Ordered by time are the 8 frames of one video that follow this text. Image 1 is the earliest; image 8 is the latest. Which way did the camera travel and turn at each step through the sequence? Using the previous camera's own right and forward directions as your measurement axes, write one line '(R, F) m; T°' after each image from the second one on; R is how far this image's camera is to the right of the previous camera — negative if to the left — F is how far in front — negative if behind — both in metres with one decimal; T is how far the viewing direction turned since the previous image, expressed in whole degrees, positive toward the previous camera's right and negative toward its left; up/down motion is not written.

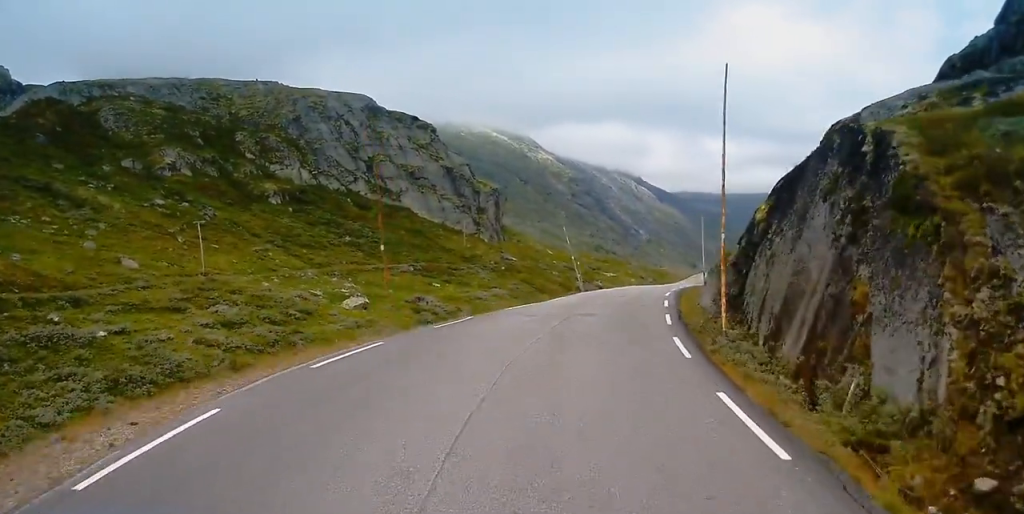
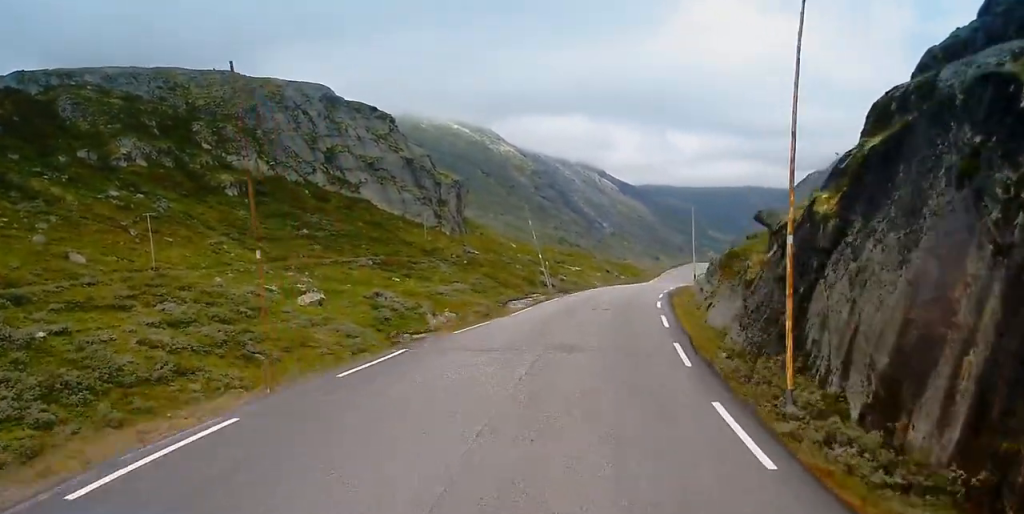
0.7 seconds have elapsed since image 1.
(+0.3, +6.0) m; +3°
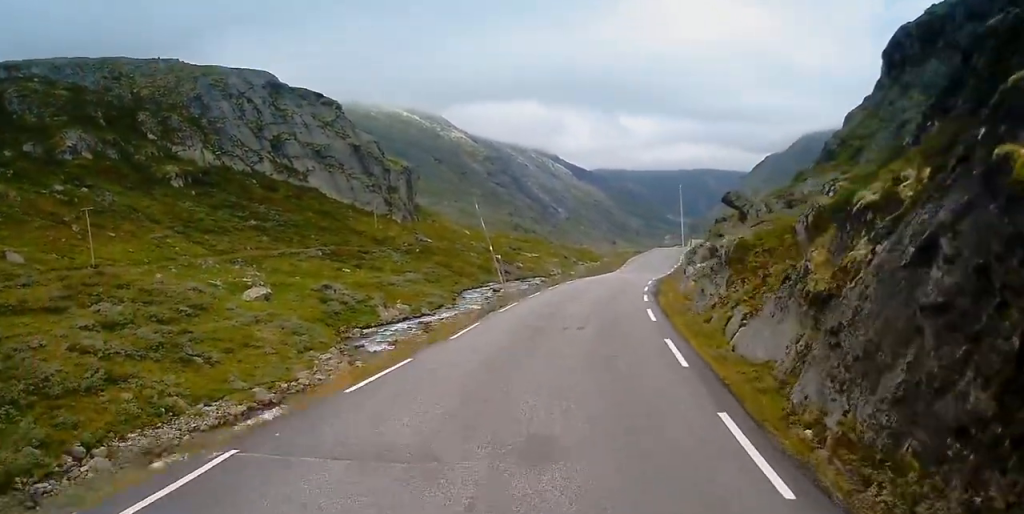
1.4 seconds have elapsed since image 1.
(+0.2, +6.7) m; +3°
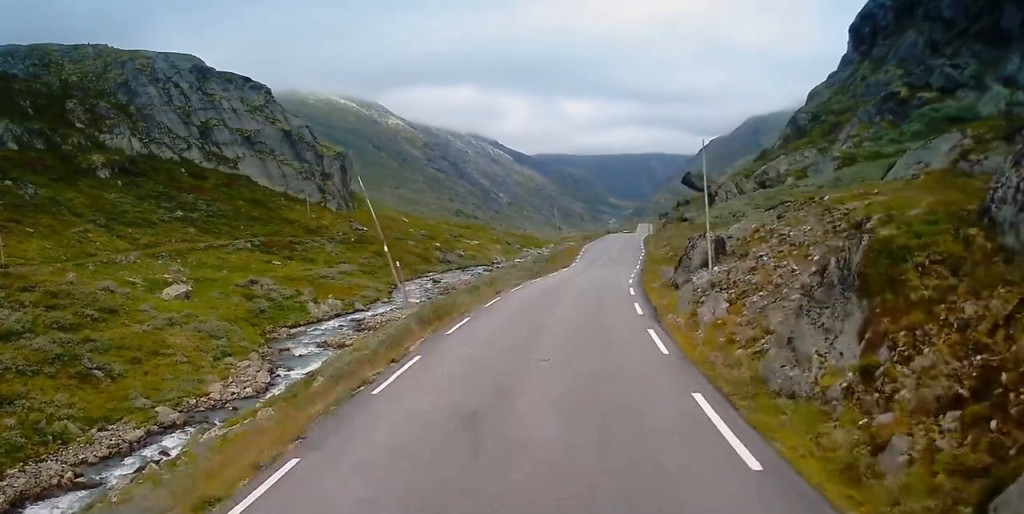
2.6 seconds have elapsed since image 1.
(+0.4, +11.6) m; +3°
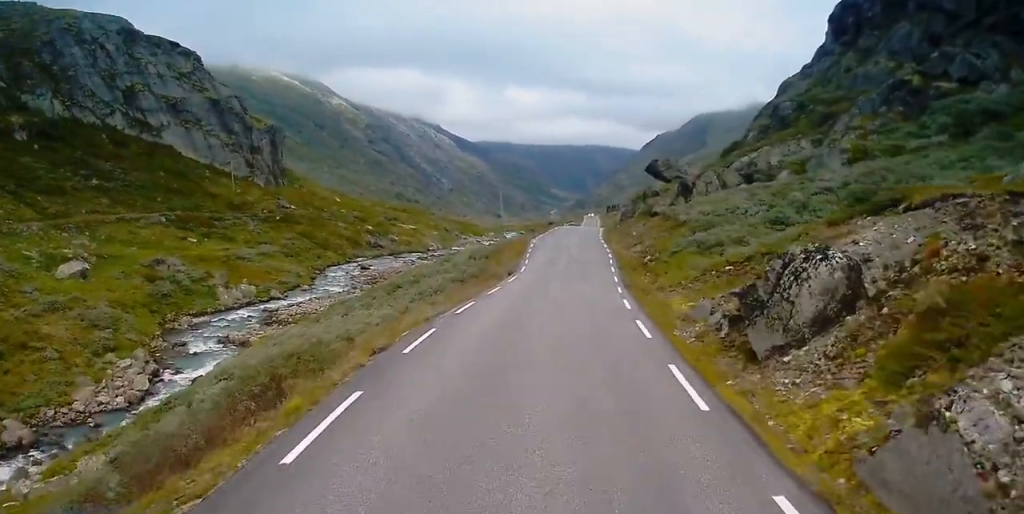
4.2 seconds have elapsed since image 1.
(+0.3, +15.6) m; +4°
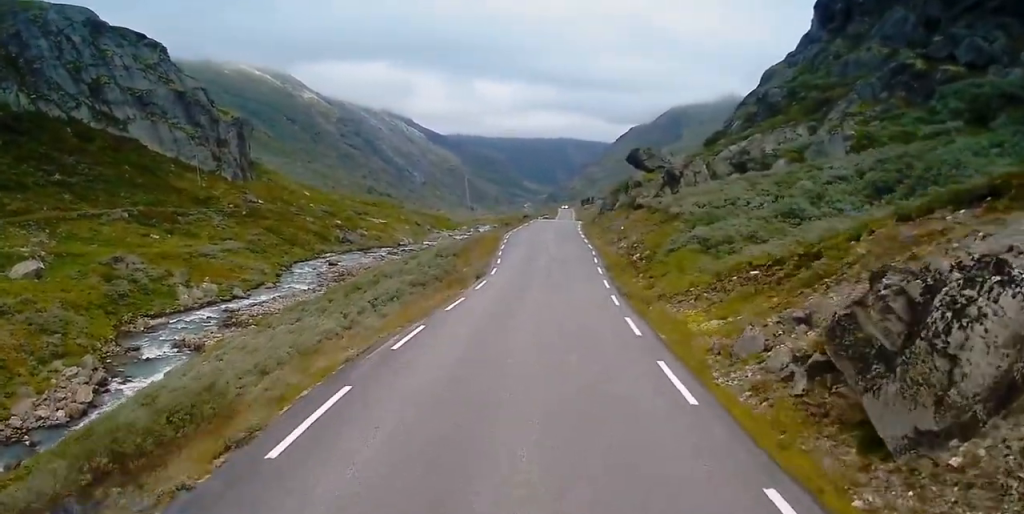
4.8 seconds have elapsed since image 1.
(+0.3, +5.9) m; +2°
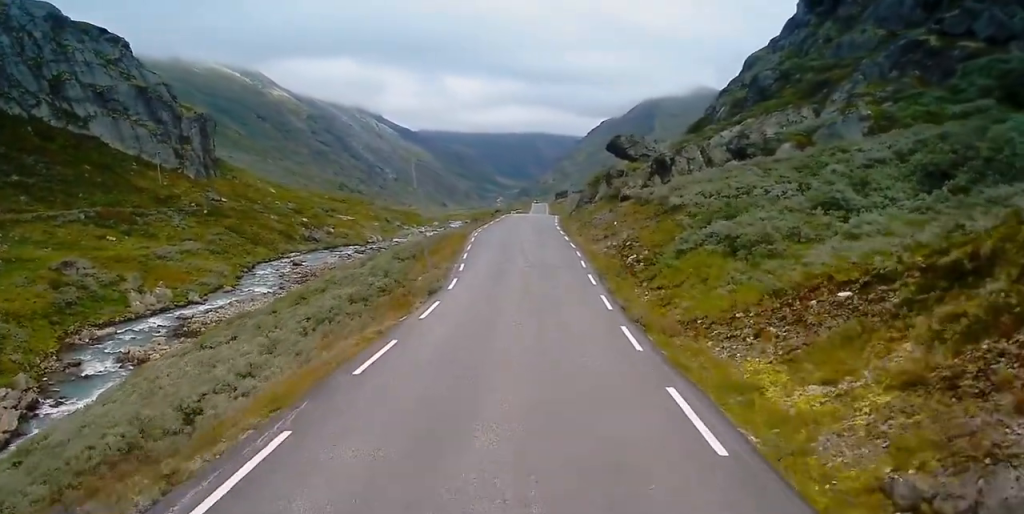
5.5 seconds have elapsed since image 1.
(+0.1, +7.7) m; +1°
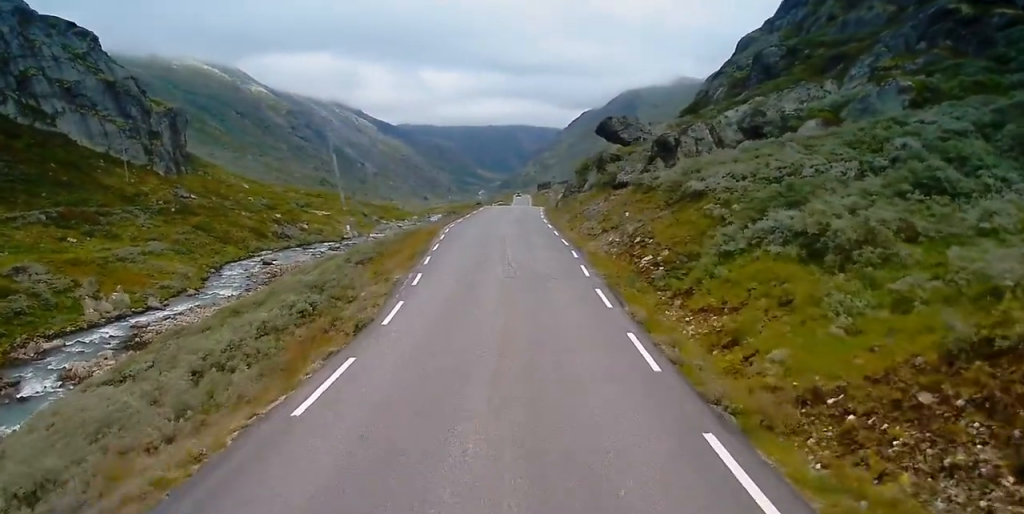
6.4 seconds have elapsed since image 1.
(0.0, +8.3) m; 0°
